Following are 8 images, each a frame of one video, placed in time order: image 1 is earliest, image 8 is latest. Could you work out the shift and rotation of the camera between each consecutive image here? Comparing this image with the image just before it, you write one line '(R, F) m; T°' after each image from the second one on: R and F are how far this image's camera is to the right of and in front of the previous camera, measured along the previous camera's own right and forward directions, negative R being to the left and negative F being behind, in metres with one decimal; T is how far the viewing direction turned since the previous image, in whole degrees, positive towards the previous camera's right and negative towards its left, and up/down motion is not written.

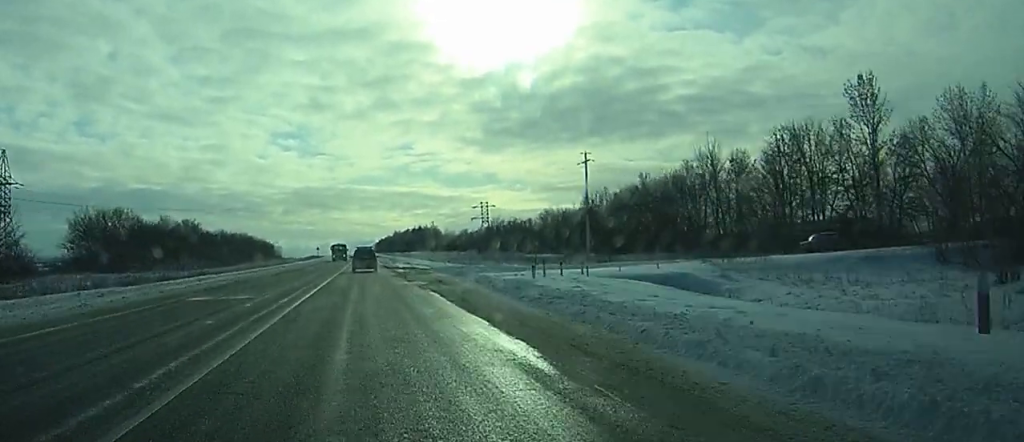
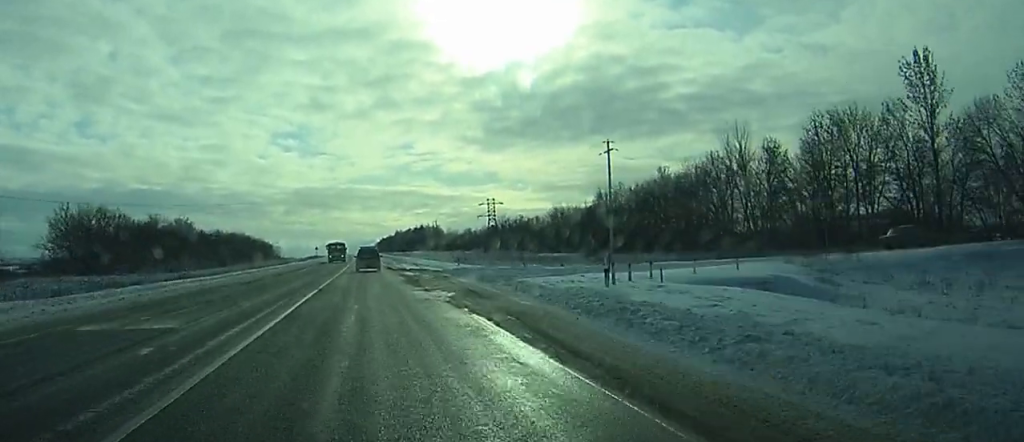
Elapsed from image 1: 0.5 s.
(0.0, +10.2) m; 0°
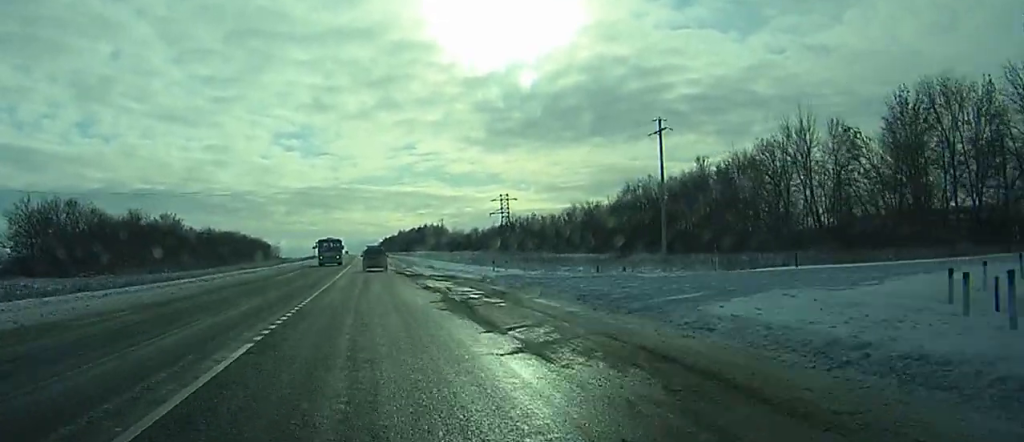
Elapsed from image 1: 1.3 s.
(0.0, +17.6) m; 0°
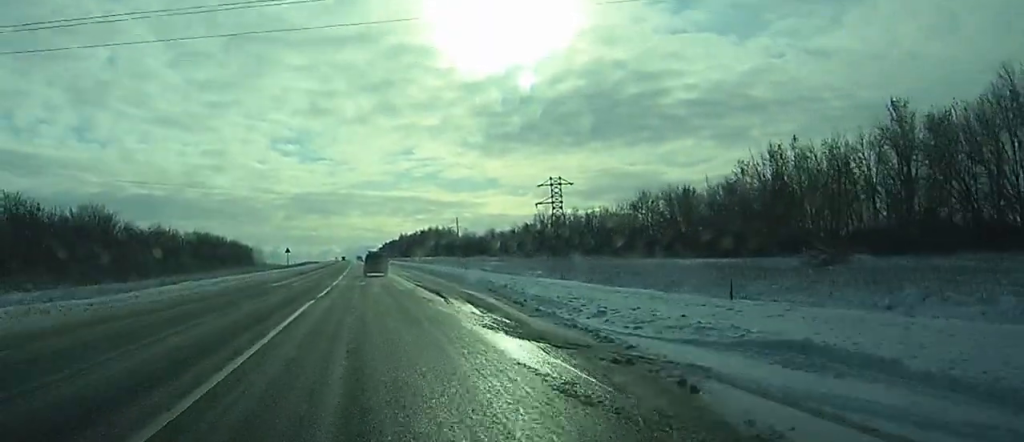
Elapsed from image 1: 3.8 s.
(-0.5, +56.6) m; -1°
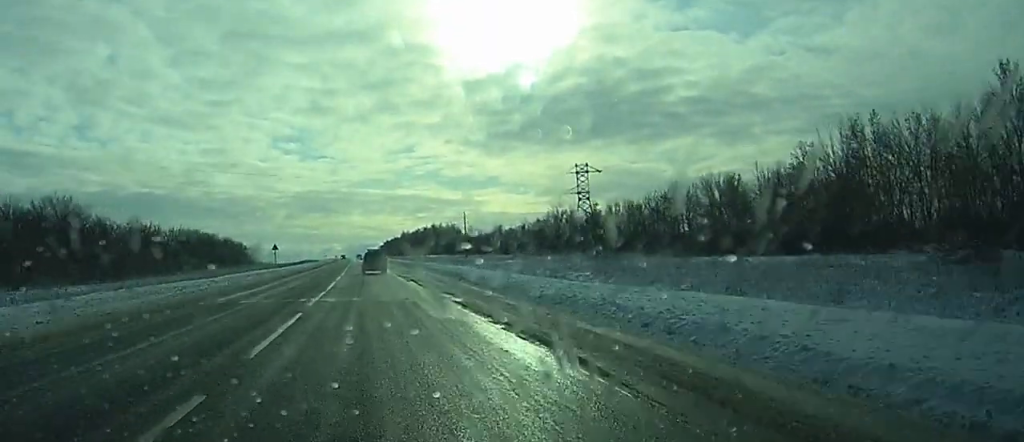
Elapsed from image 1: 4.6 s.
(0.0, +17.4) m; 0°
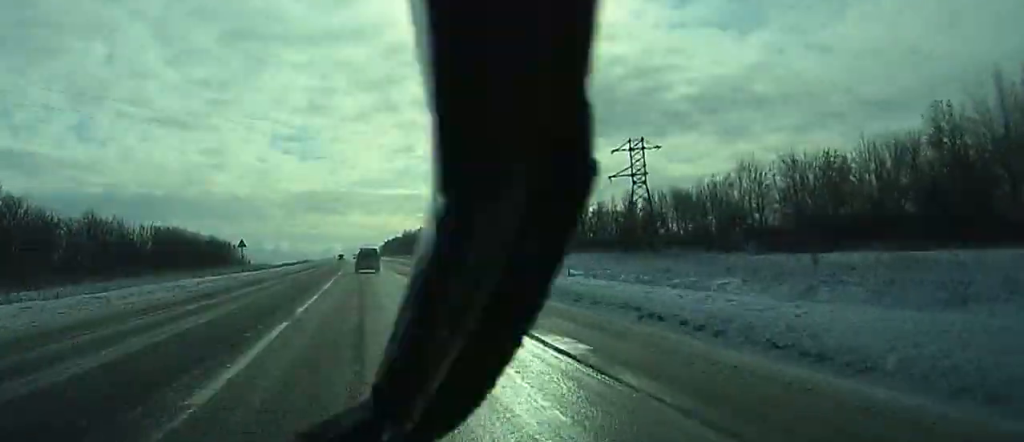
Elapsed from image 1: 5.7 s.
(+0.1, +26.9) m; 0°
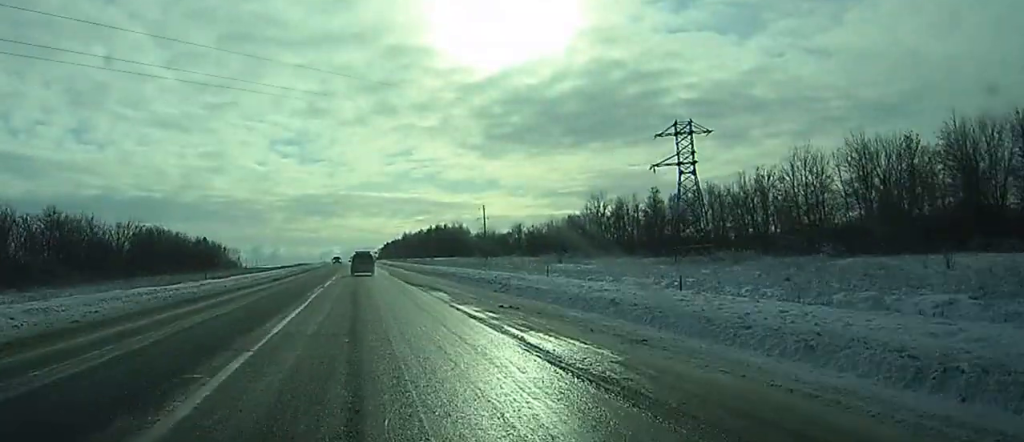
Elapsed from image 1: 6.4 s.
(-0.1, +16.3) m; 0°
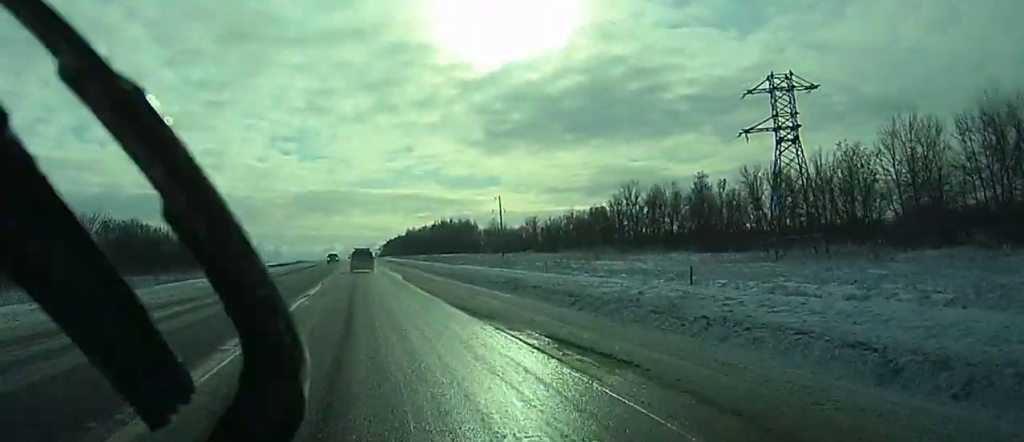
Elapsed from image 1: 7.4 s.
(+0.2, +22.0) m; 0°
